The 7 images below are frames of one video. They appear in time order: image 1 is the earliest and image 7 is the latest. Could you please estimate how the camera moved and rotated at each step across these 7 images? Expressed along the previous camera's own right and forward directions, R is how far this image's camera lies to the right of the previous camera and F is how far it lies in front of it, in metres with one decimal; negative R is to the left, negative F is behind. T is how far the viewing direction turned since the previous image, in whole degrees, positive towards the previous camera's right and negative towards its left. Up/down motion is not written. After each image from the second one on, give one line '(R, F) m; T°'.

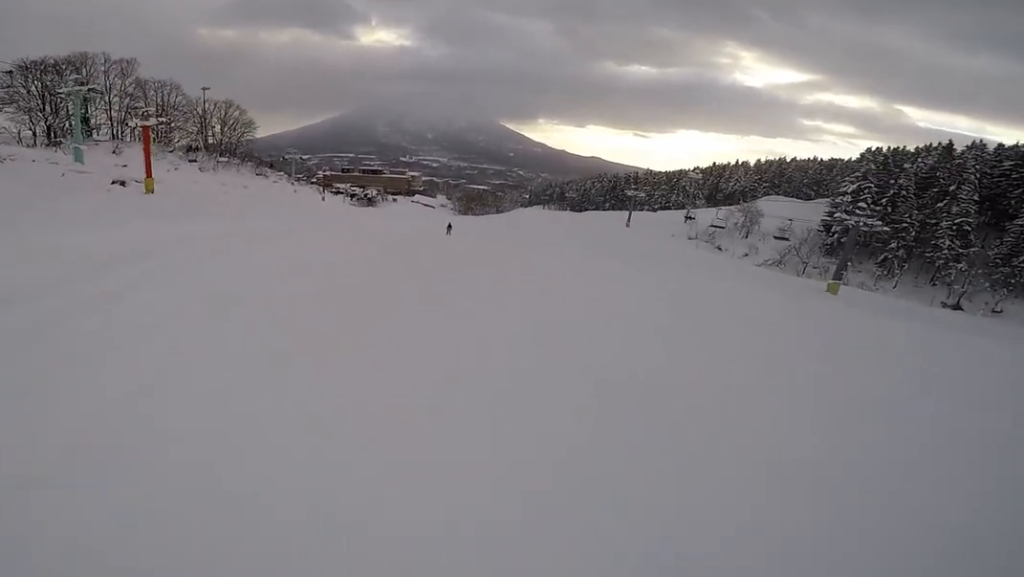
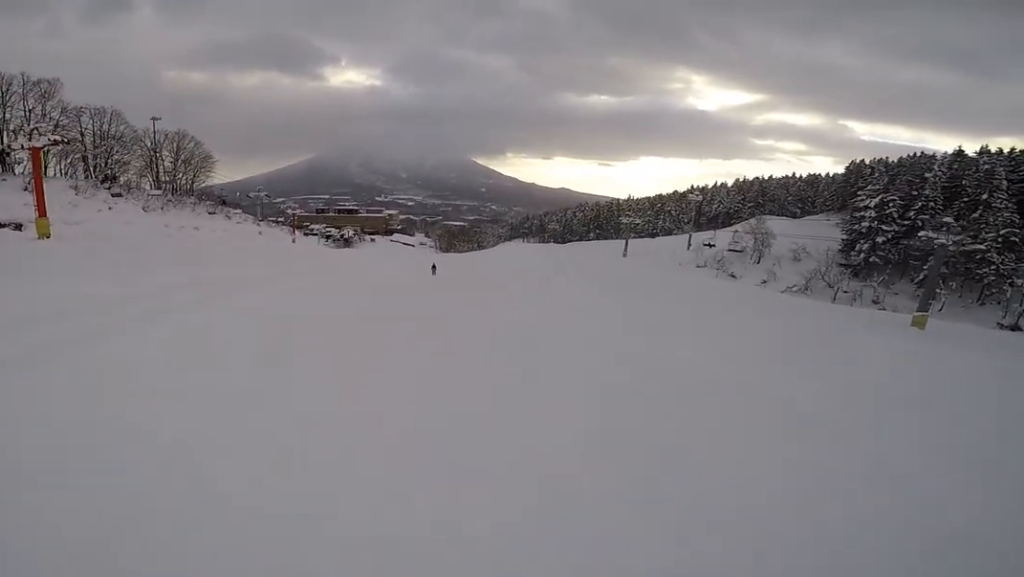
(+0.7, +11.4) m; +6°
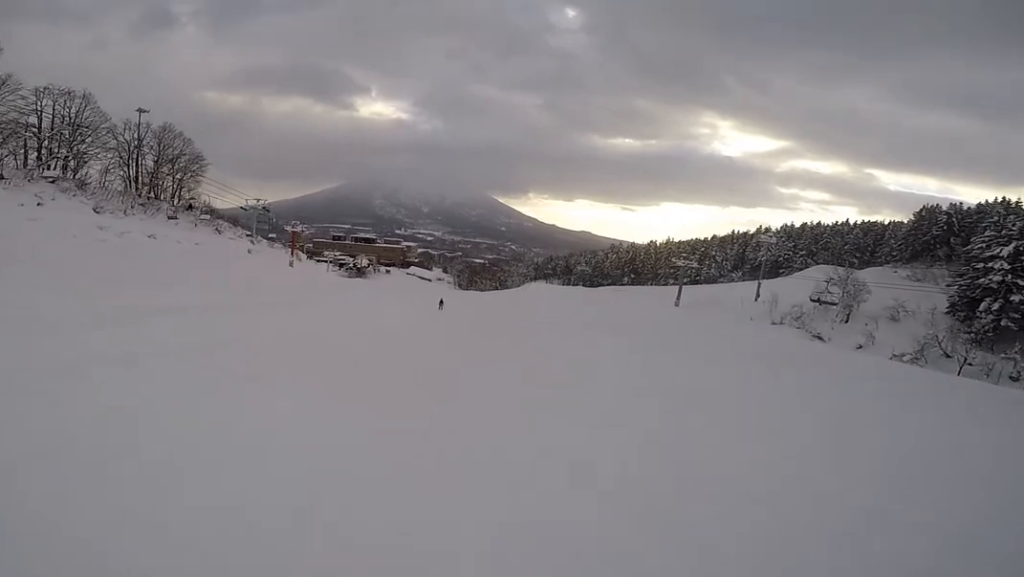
(+1.0, +15.2) m; -2°
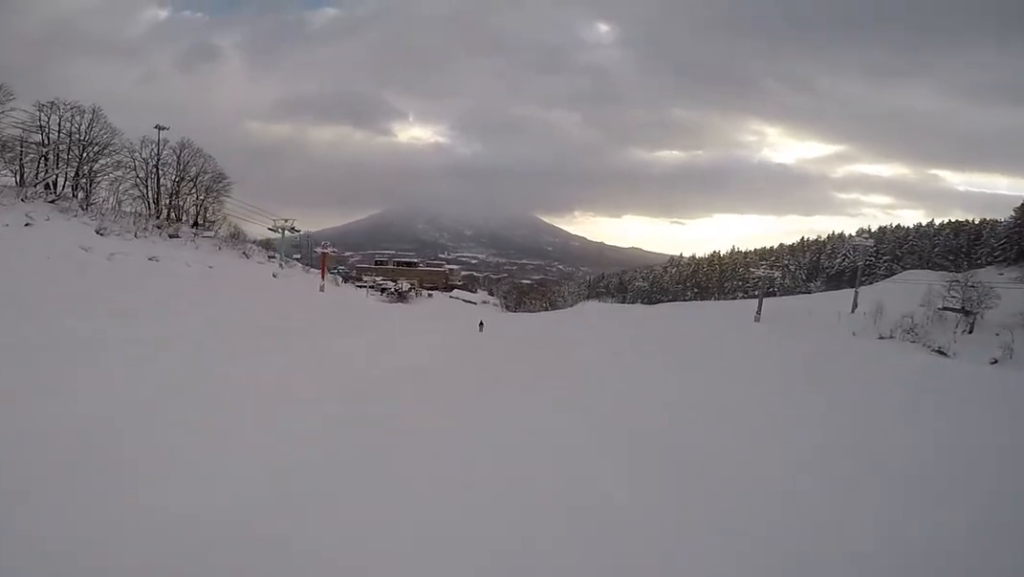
(-1.2, +7.8) m; 0°
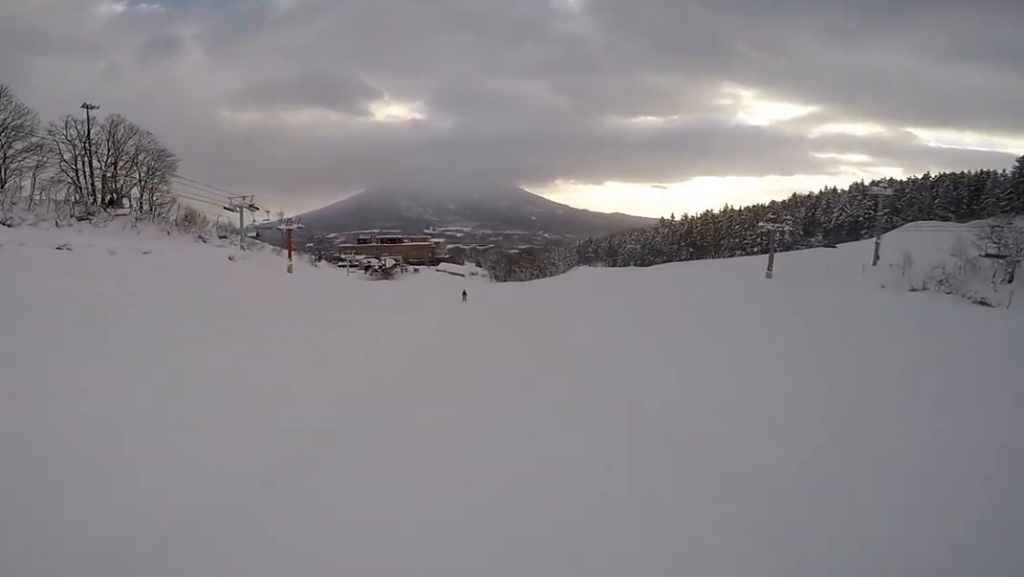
(0.0, +7.5) m; +2°
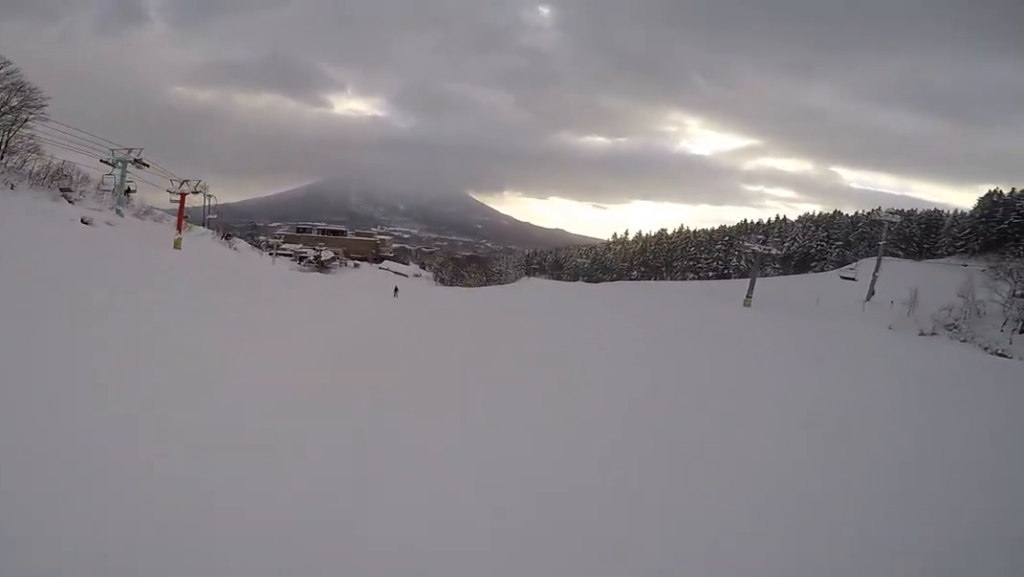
(+1.1, +14.3) m; 0°
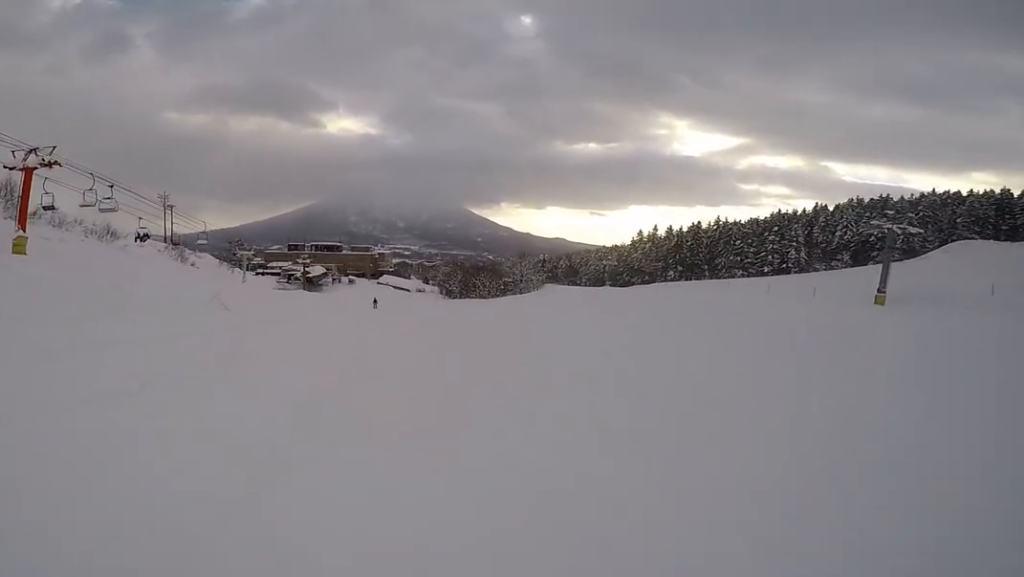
(-1.2, +20.2) m; -3°
